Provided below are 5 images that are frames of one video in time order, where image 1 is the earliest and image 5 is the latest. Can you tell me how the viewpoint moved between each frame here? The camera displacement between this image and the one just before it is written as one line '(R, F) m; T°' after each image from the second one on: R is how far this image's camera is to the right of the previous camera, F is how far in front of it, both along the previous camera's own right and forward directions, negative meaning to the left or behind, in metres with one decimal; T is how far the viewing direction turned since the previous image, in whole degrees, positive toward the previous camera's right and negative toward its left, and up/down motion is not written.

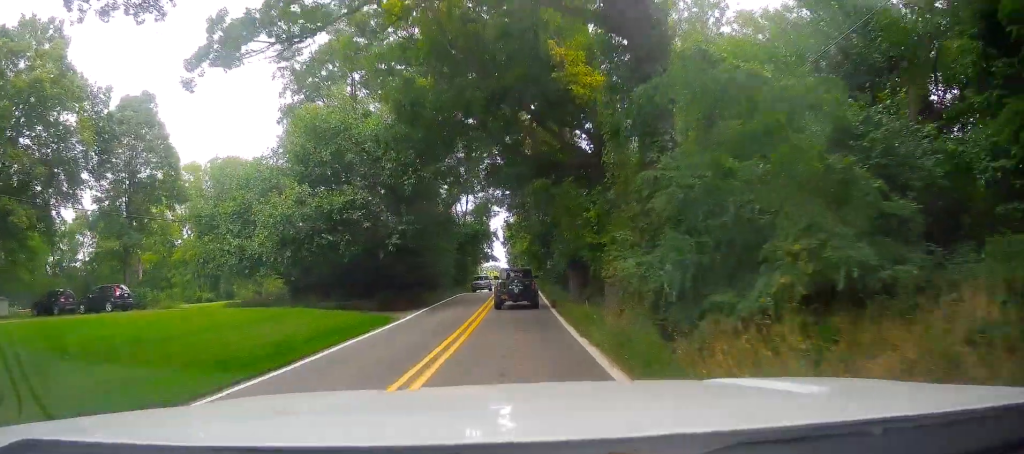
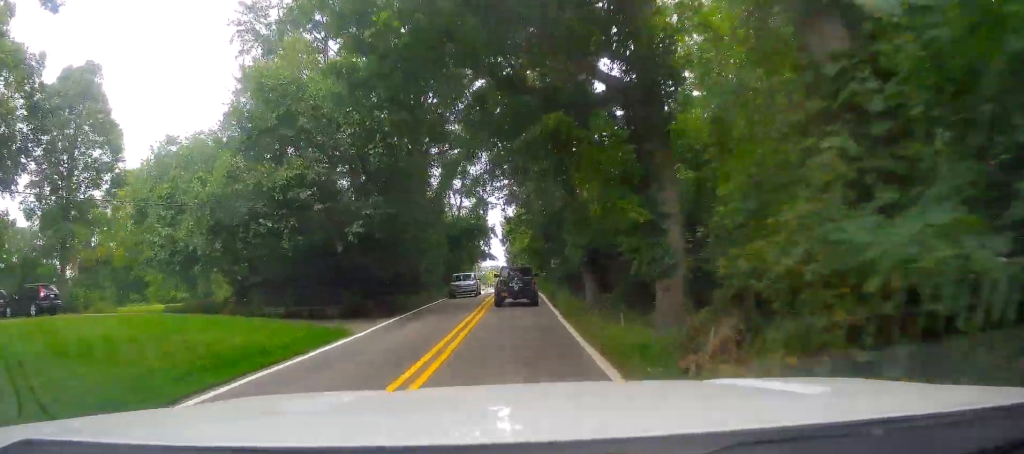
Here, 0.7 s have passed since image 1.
(0.0, +5.4) m; 0°
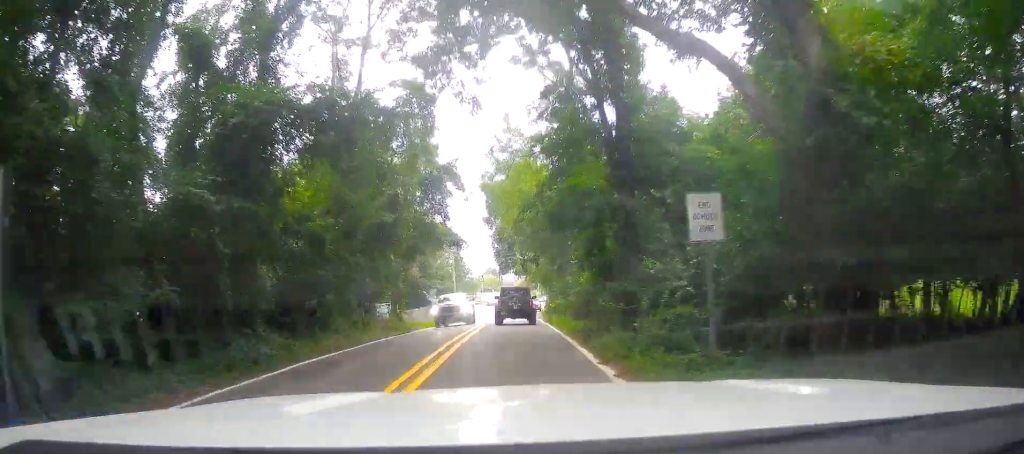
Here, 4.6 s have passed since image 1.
(-0.3, +39.0) m; -4°
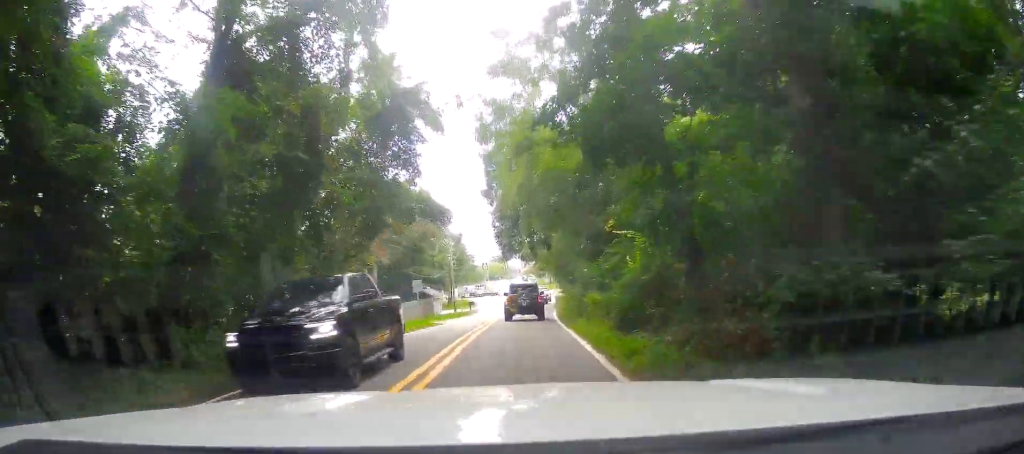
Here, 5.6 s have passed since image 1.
(-0.5, +10.7) m; 0°
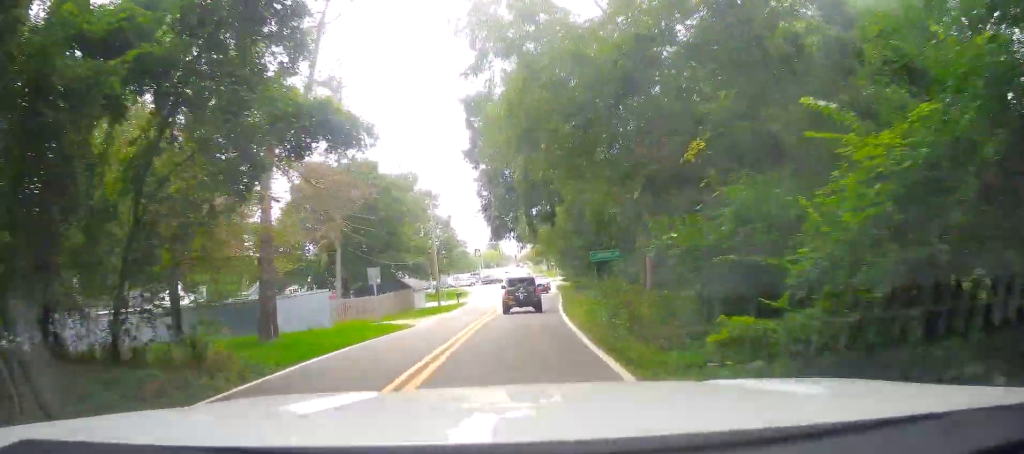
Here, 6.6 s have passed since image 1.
(+0.6, +10.7) m; +2°
